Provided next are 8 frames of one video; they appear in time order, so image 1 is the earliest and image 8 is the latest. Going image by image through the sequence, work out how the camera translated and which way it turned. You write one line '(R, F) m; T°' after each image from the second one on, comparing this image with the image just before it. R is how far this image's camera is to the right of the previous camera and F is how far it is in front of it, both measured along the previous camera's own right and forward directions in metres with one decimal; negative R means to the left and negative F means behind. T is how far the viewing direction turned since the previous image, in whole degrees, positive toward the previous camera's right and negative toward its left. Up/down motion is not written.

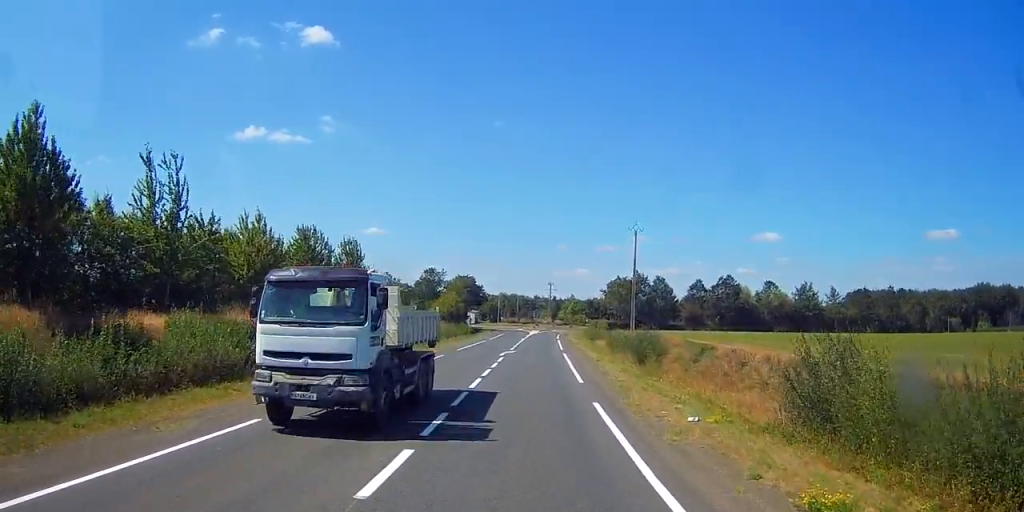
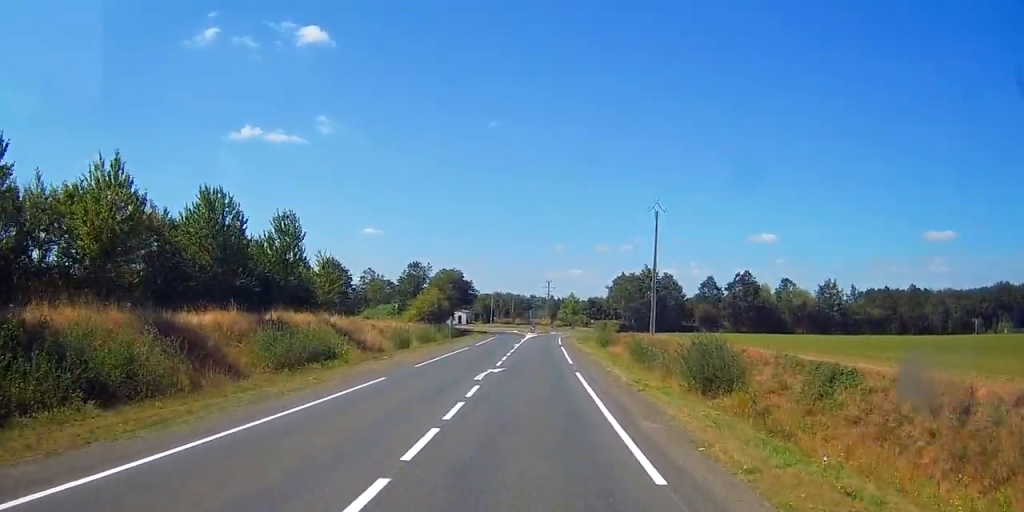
(+0.4, +14.9) m; +2°
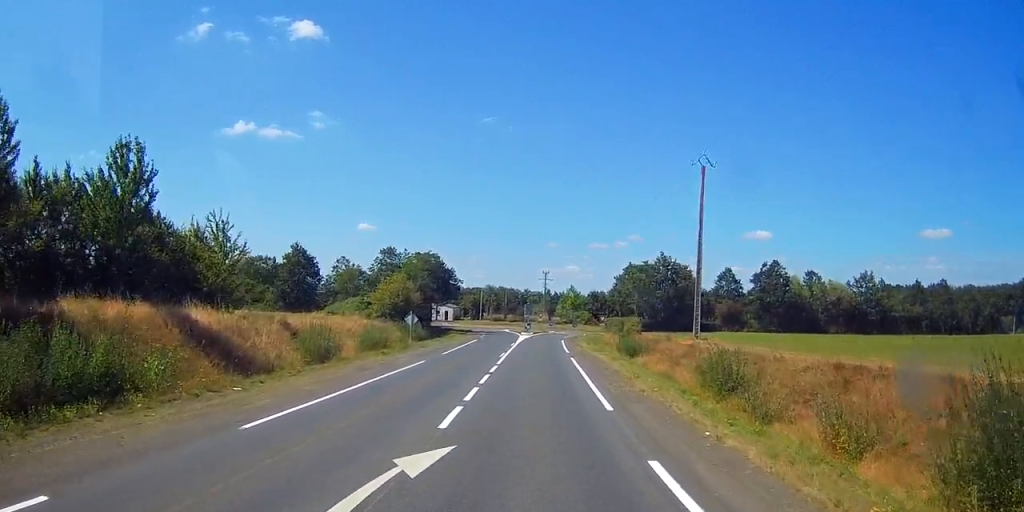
(-0.1, +18.6) m; 0°
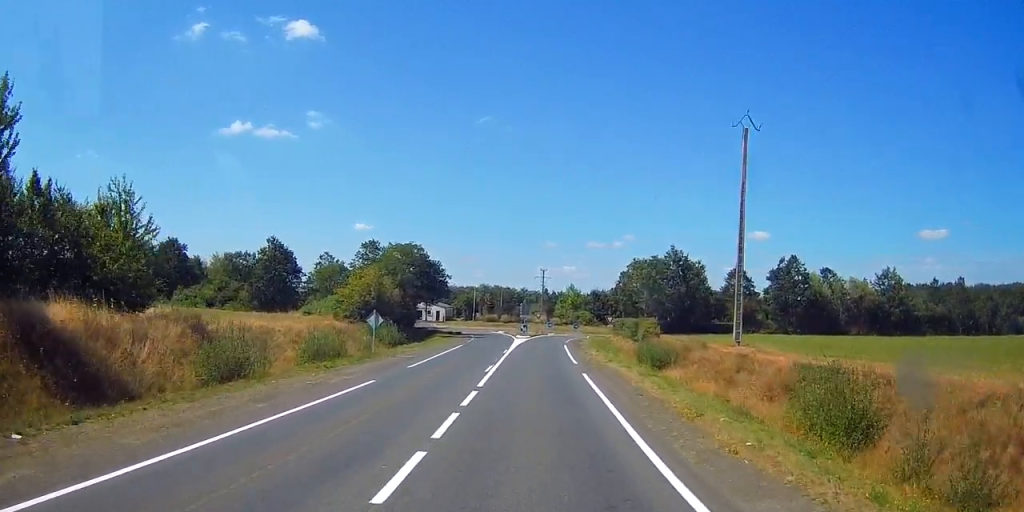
(-0.2, +9.8) m; +1°
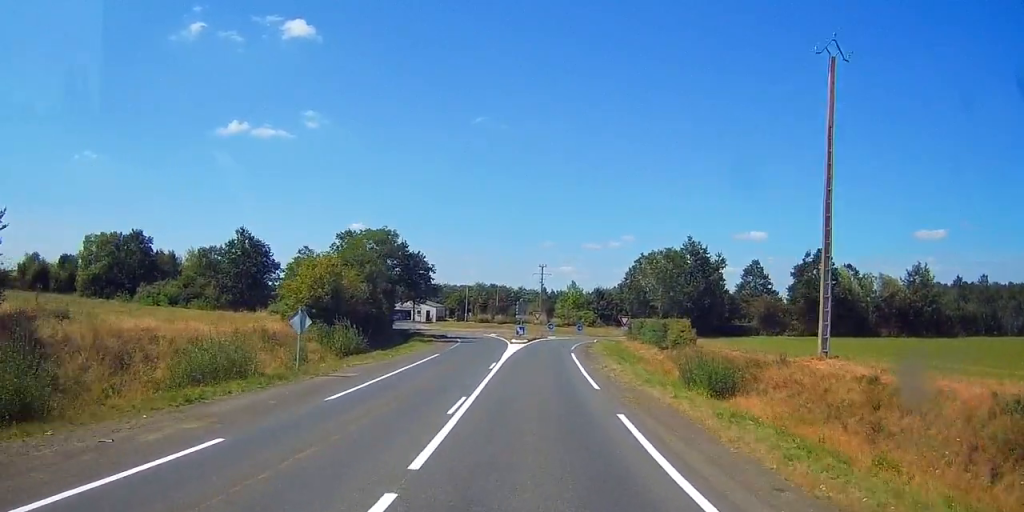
(+0.5, +11.2) m; +1°
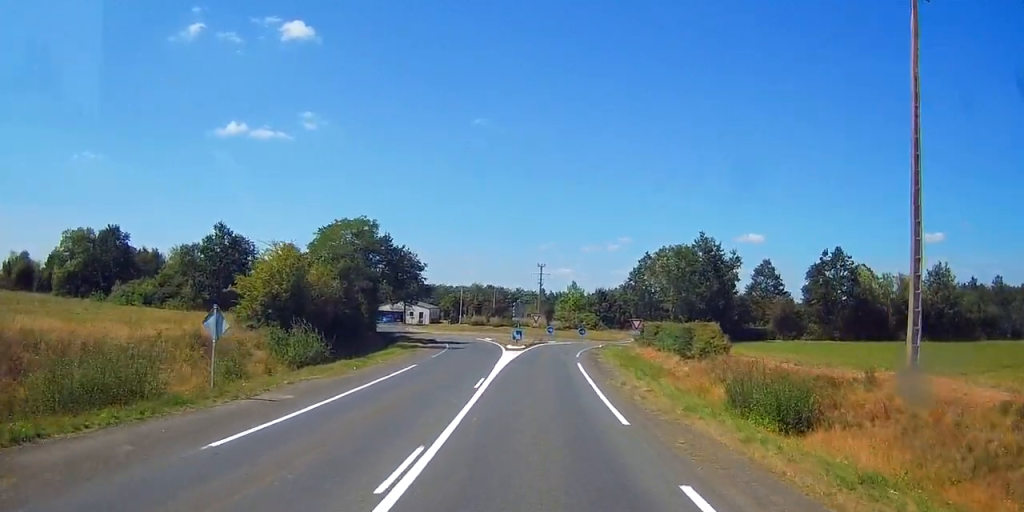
(-0.2, +6.6) m; 0°
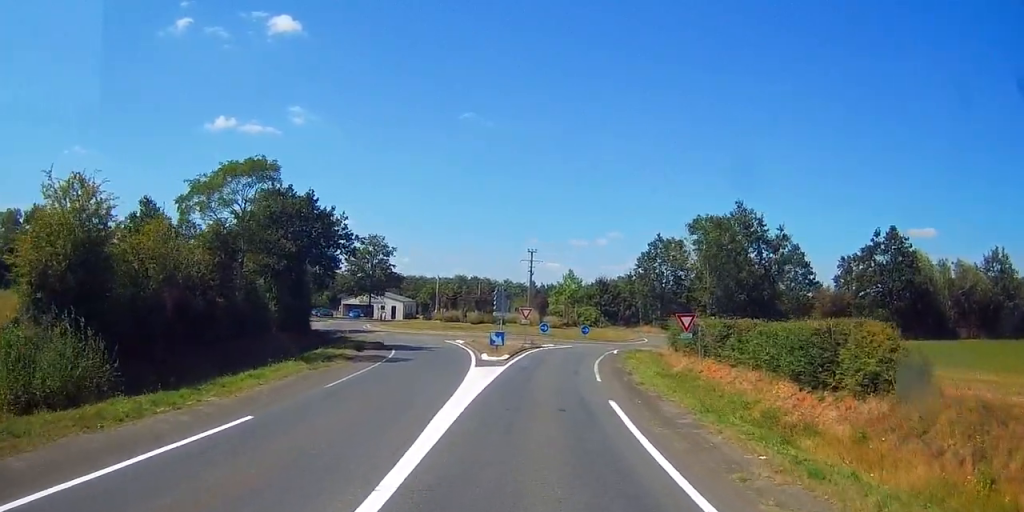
(0.0, +17.1) m; +1°
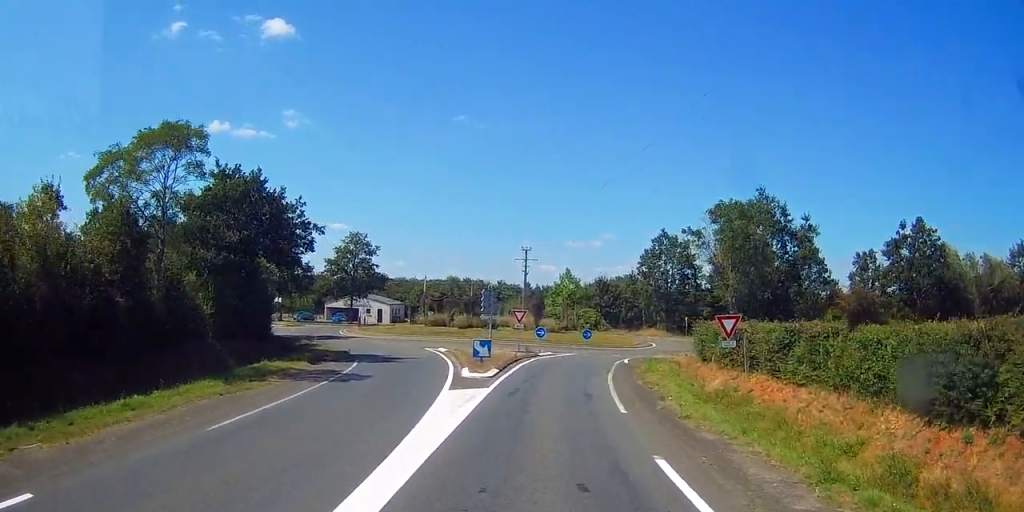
(0.0, +6.9) m; +1°
